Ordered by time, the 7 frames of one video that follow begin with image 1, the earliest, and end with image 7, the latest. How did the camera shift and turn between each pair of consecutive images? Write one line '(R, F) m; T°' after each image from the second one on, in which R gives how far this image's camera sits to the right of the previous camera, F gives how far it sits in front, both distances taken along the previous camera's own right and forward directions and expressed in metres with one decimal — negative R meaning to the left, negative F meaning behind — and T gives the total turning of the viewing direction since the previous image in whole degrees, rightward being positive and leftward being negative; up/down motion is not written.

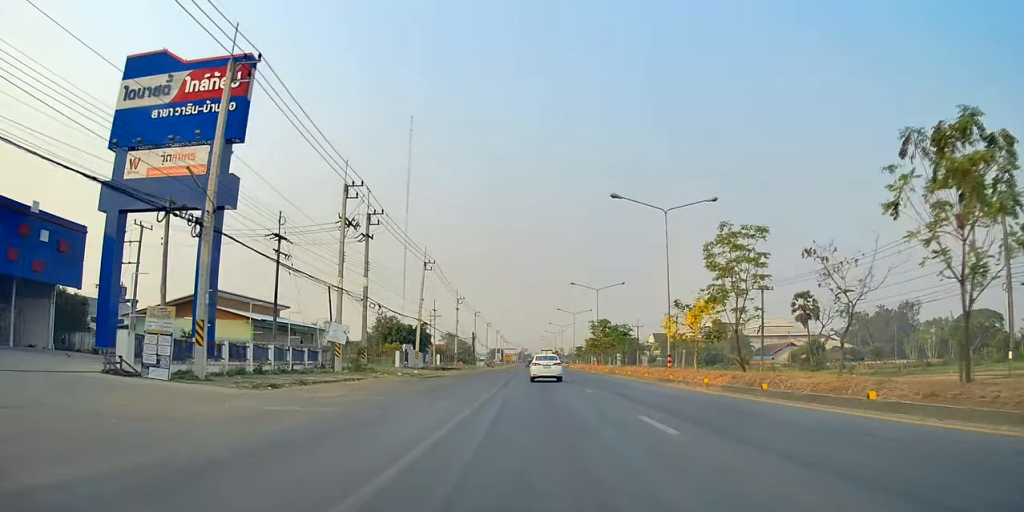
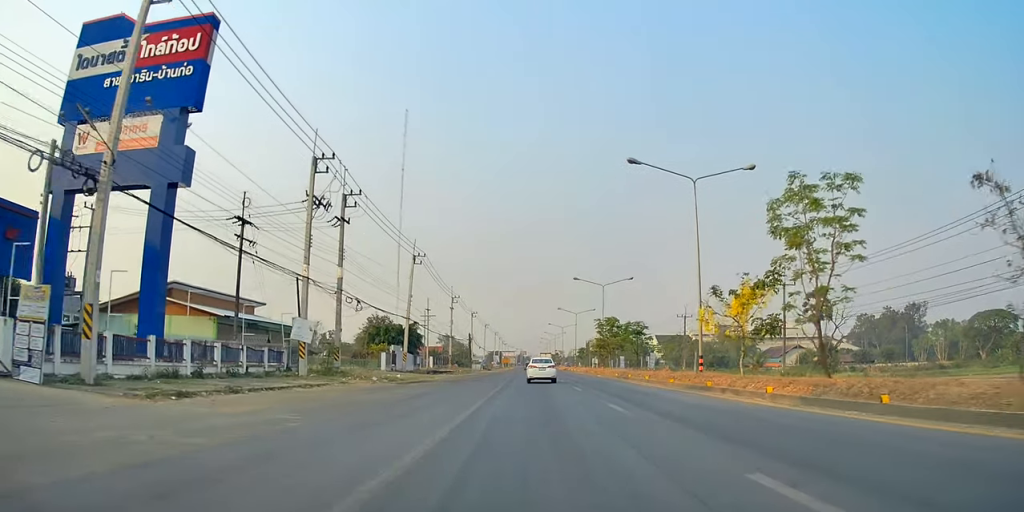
(0.0, +6.7) m; 0°
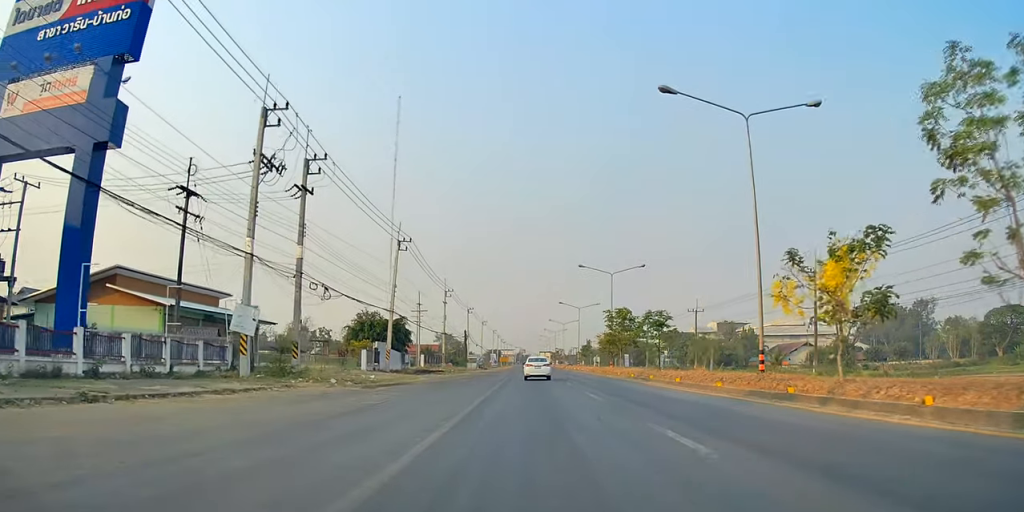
(0.0, +7.4) m; 0°
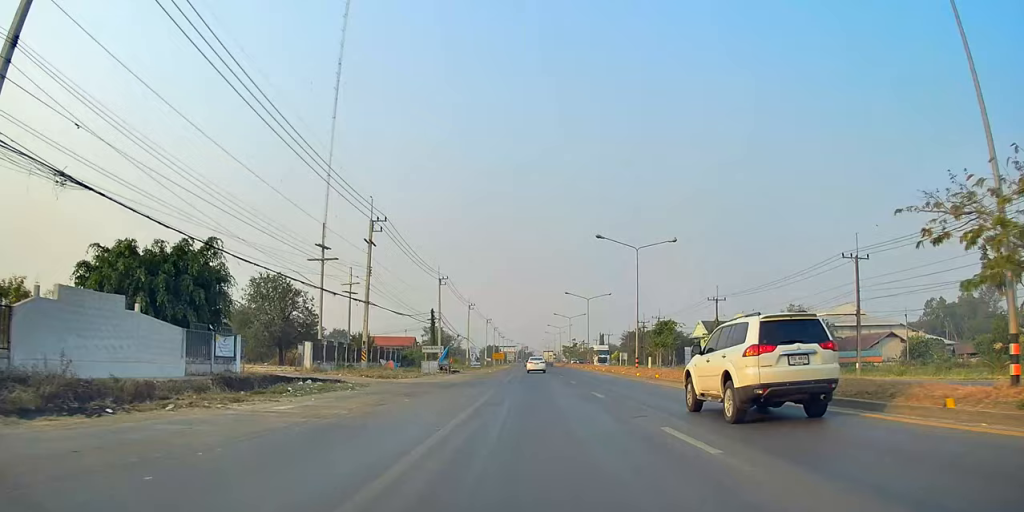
(-0.8, +47.8) m; -1°
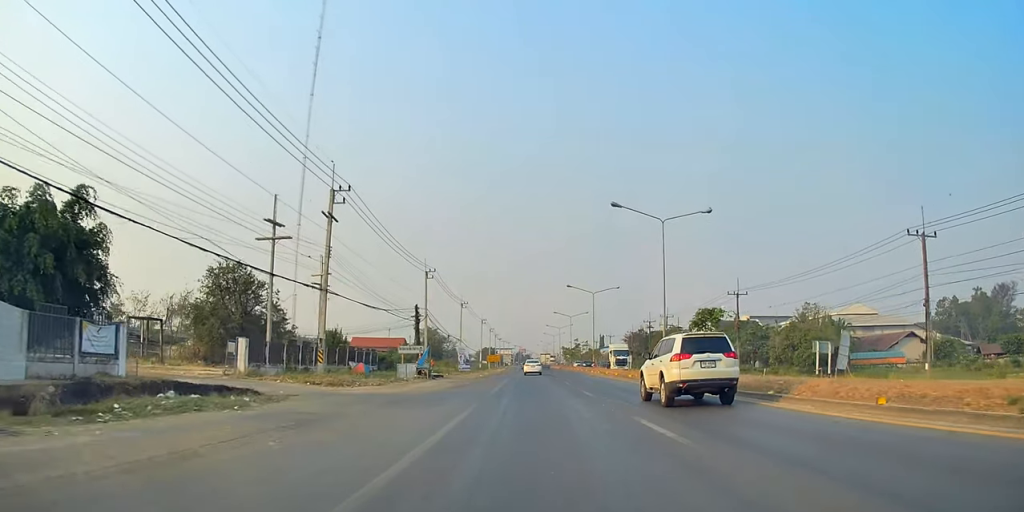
(0.0, +9.5) m; 0°
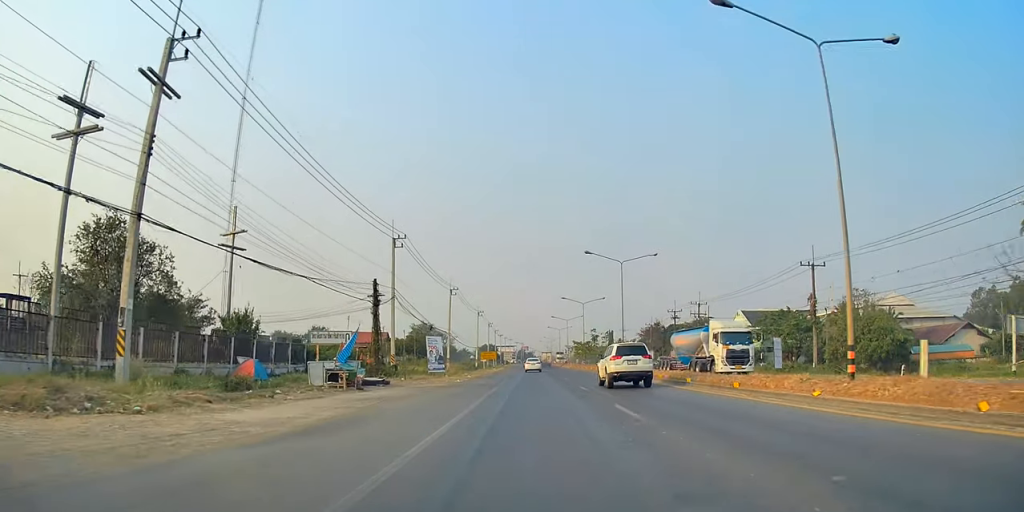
(0.0, +21.0) m; +1°
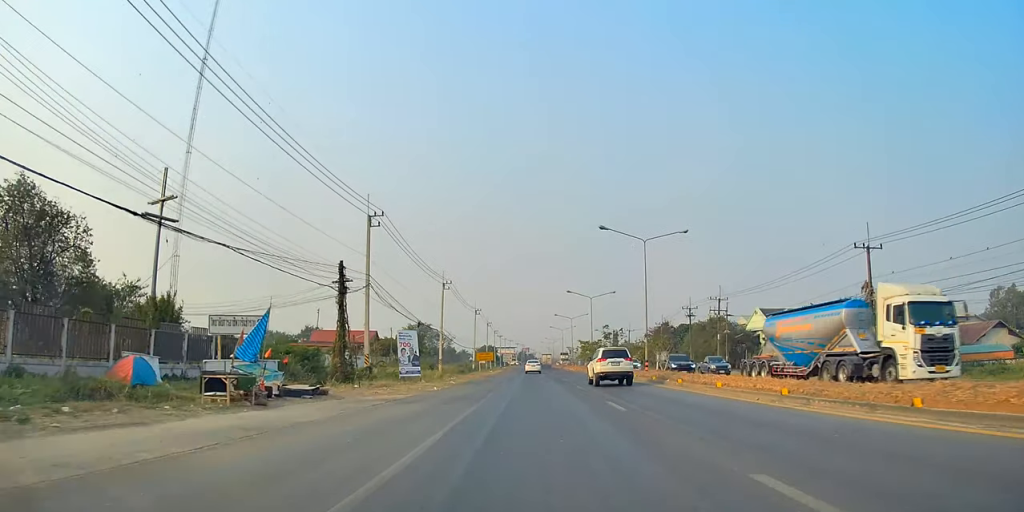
(0.0, +10.0) m; +1°
